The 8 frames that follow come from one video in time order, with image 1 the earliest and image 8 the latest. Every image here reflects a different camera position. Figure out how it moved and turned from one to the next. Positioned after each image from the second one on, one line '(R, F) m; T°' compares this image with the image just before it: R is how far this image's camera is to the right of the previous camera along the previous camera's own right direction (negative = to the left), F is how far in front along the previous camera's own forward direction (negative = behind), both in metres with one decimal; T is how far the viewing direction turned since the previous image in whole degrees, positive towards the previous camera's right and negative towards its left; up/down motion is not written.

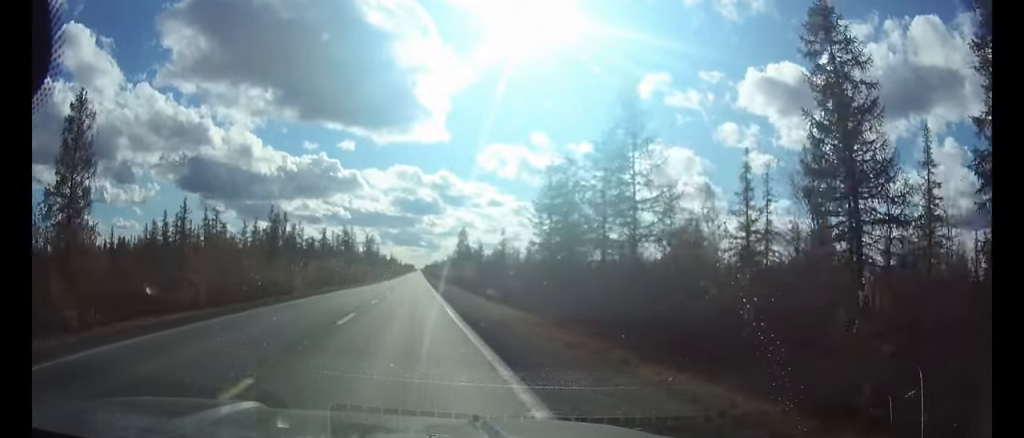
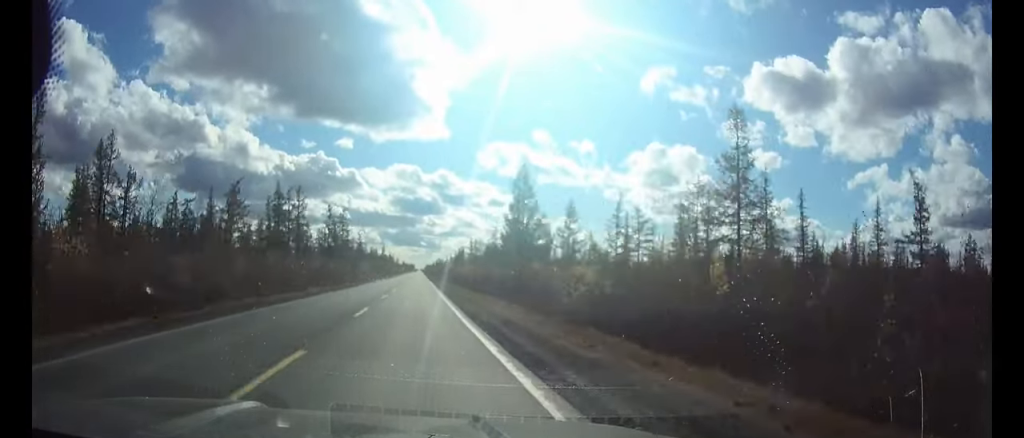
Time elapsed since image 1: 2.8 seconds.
(-0.1, +80.3) m; 0°
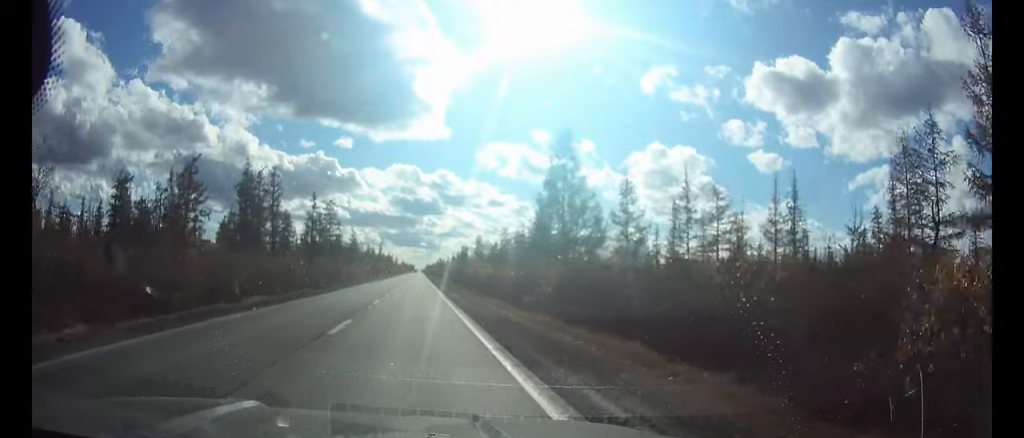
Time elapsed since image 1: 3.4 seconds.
(0.0, +16.6) m; 0°
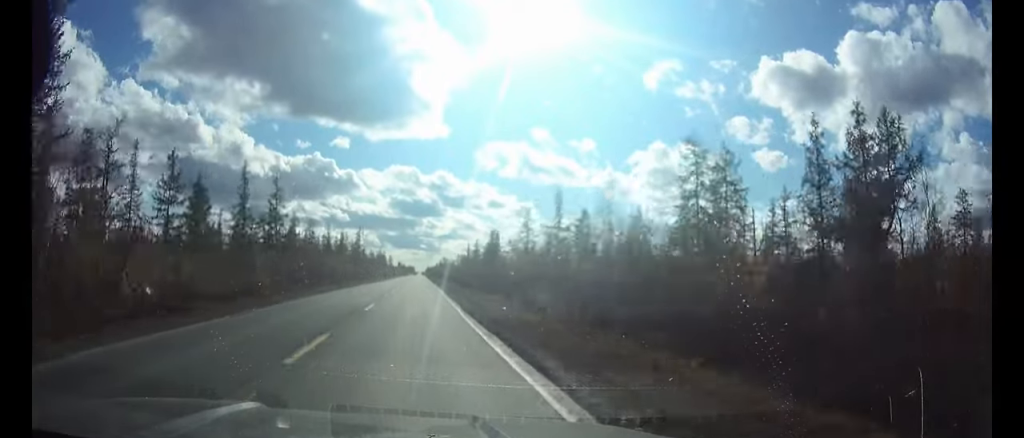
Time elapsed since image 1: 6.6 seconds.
(+0.1, +88.4) m; 0°
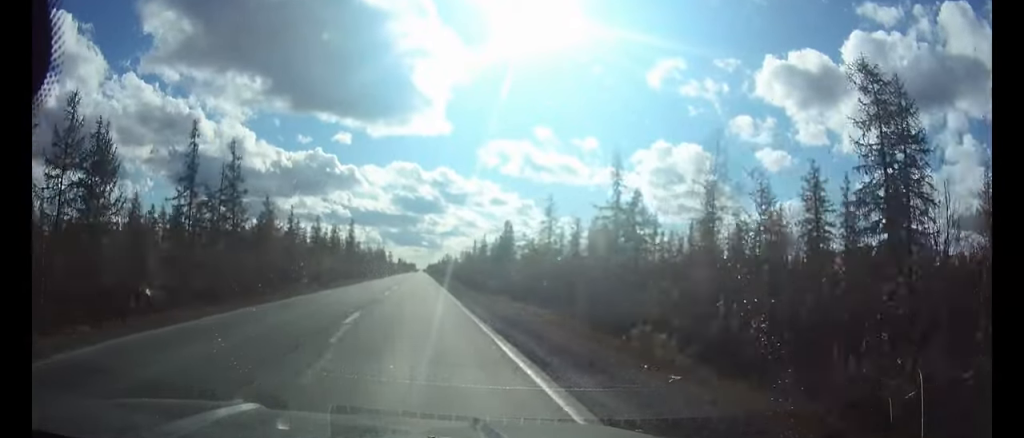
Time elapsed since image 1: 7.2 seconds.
(0.0, +18.2) m; 0°
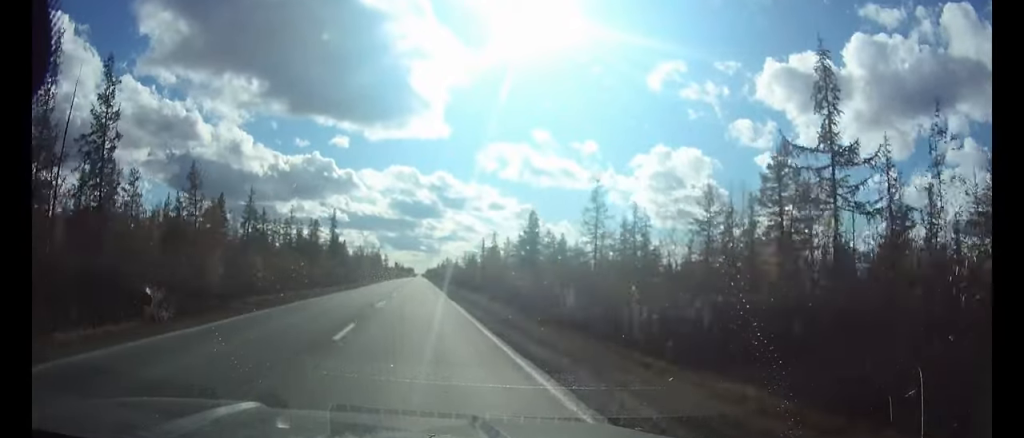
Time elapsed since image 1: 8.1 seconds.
(0.0, +25.7) m; 0°
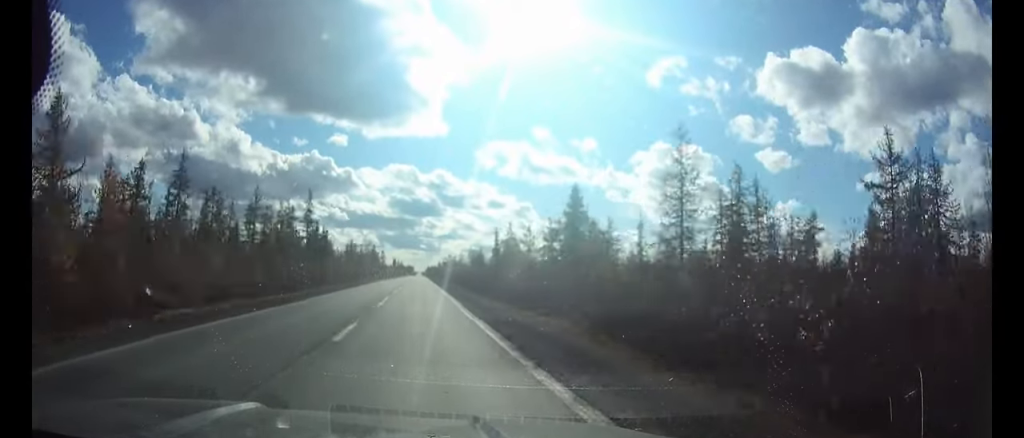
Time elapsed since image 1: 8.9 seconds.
(0.0, +23.0) m; 0°
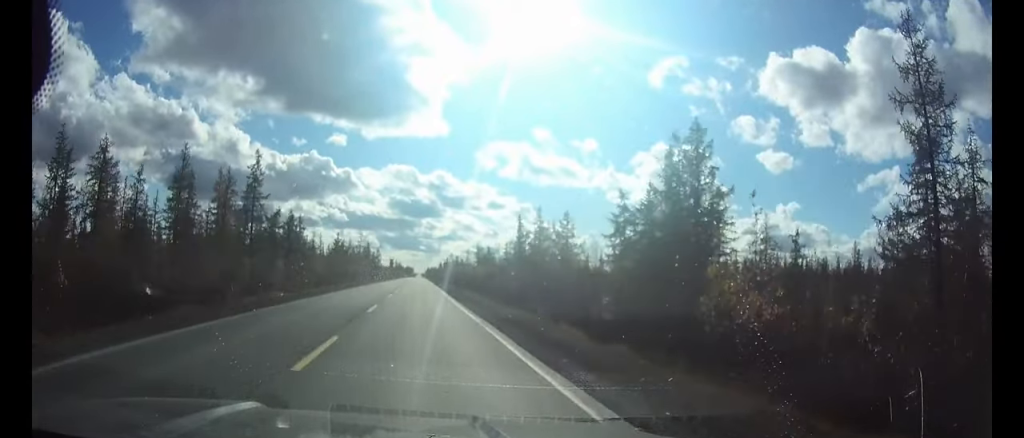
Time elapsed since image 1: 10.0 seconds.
(0.0, +28.6) m; 0°
